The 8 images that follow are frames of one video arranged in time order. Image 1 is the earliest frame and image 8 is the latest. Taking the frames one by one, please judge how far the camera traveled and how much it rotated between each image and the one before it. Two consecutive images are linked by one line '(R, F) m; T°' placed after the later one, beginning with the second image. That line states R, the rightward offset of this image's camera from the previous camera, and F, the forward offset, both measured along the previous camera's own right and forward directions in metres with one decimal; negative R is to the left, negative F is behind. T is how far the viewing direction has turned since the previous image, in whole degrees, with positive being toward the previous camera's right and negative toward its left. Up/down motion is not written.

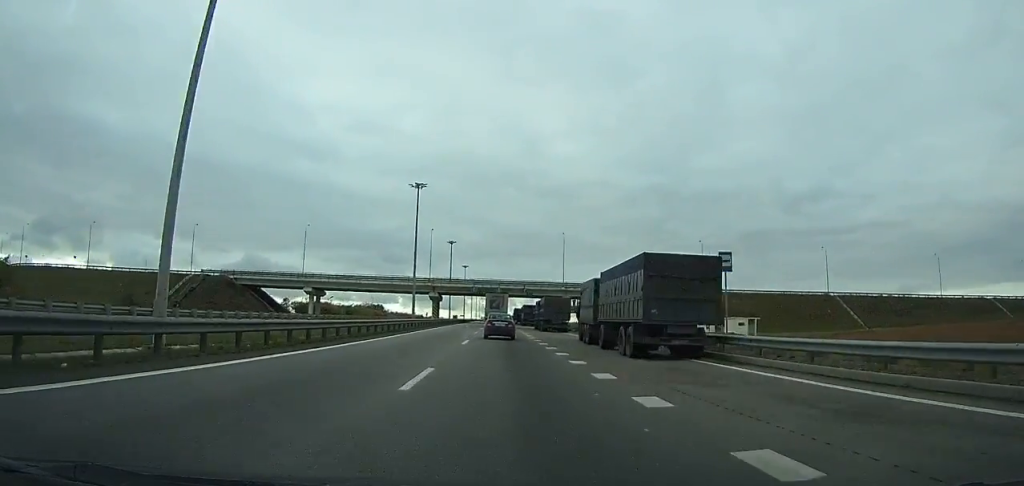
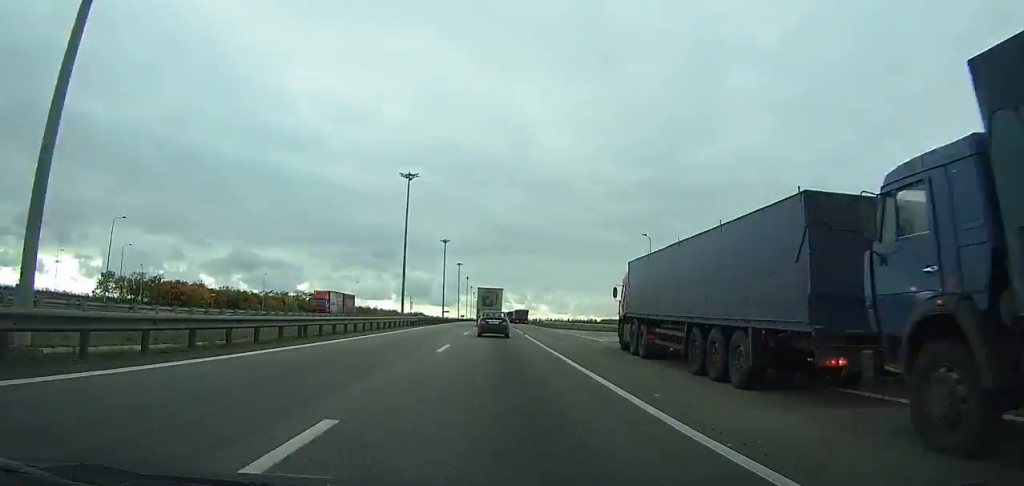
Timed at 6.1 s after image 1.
(+0.4, +134.9) m; 0°
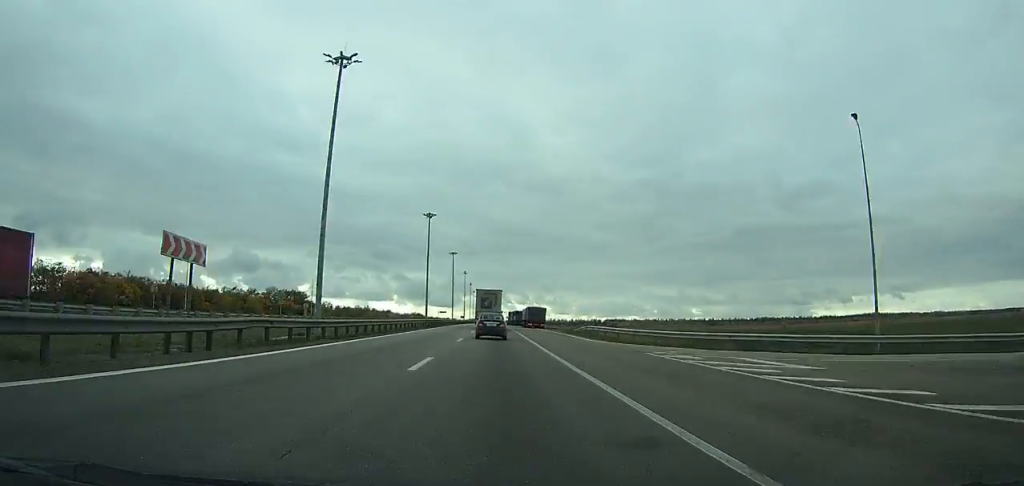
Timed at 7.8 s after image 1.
(0.0, +37.1) m; 0°
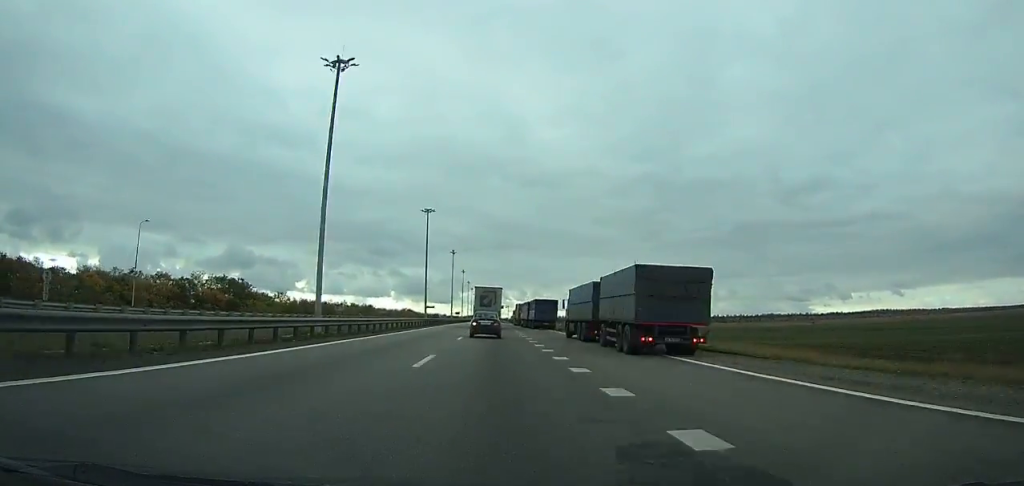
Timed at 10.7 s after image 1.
(+0.1, +63.2) m; 0°
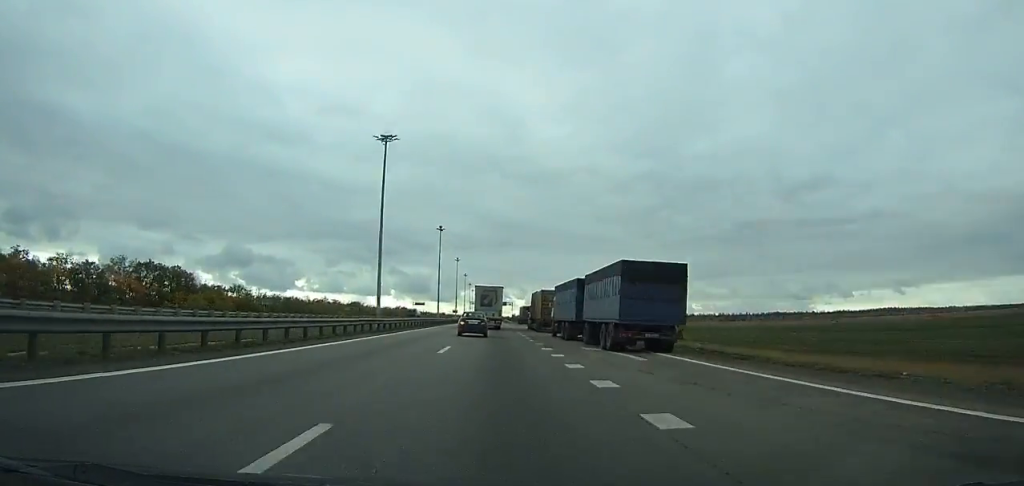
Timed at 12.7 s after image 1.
(-0.2, +43.9) m; 0°
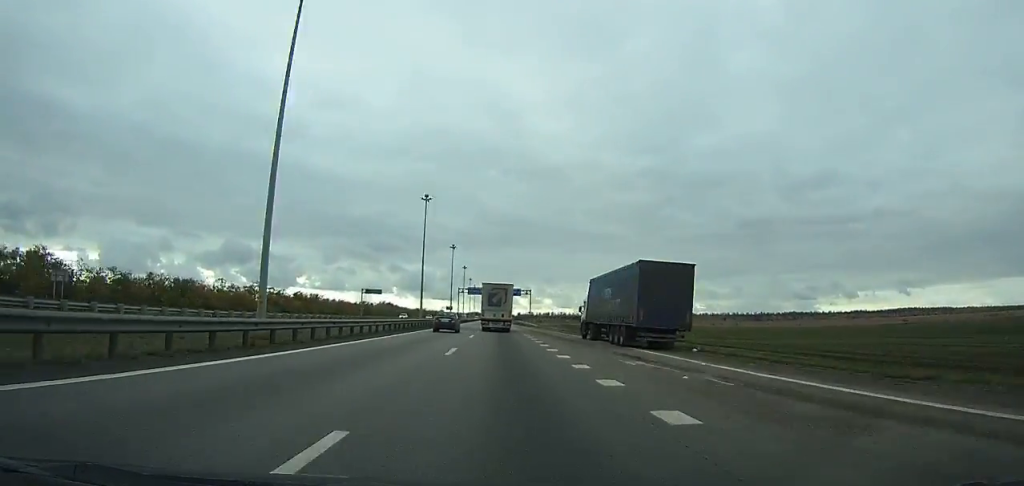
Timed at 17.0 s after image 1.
(-0.5, +95.5) m; 0°
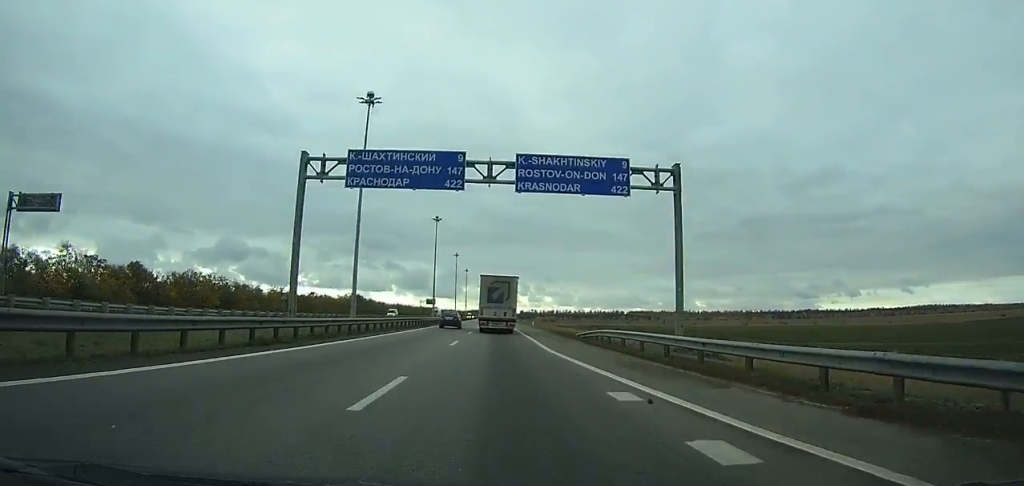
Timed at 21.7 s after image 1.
(+0.1, +106.5) m; 0°
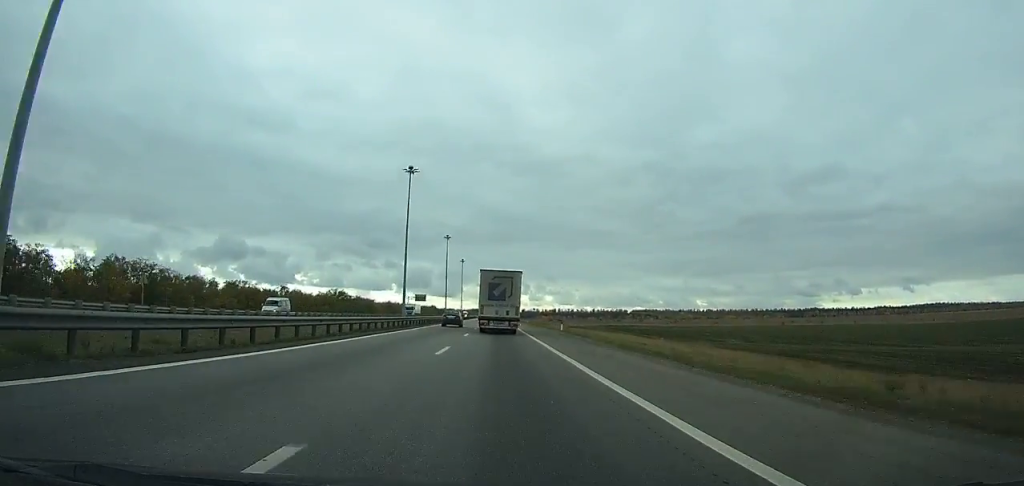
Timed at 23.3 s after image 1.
(0.0, +36.6) m; 0°
